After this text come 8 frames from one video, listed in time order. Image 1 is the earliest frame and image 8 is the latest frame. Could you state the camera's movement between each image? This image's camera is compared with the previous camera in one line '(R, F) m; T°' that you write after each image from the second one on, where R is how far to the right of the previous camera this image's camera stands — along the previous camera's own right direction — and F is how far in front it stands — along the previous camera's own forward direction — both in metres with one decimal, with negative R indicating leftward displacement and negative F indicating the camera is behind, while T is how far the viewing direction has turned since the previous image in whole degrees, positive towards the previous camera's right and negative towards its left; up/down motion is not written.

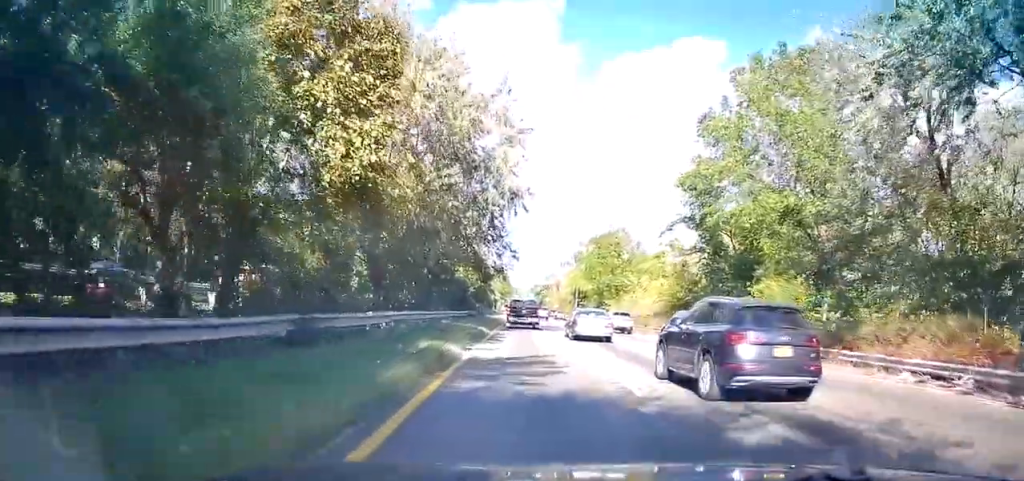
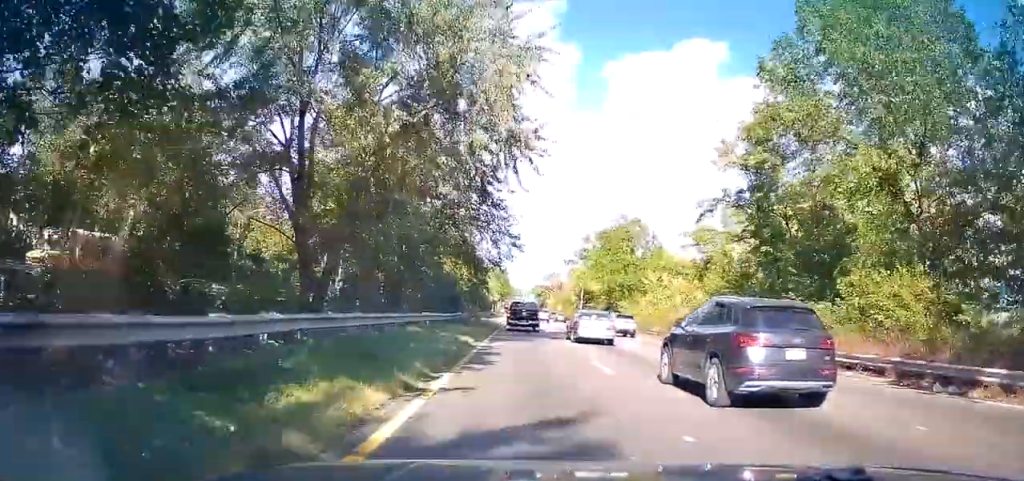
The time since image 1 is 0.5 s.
(+0.1, +9.2) m; 0°
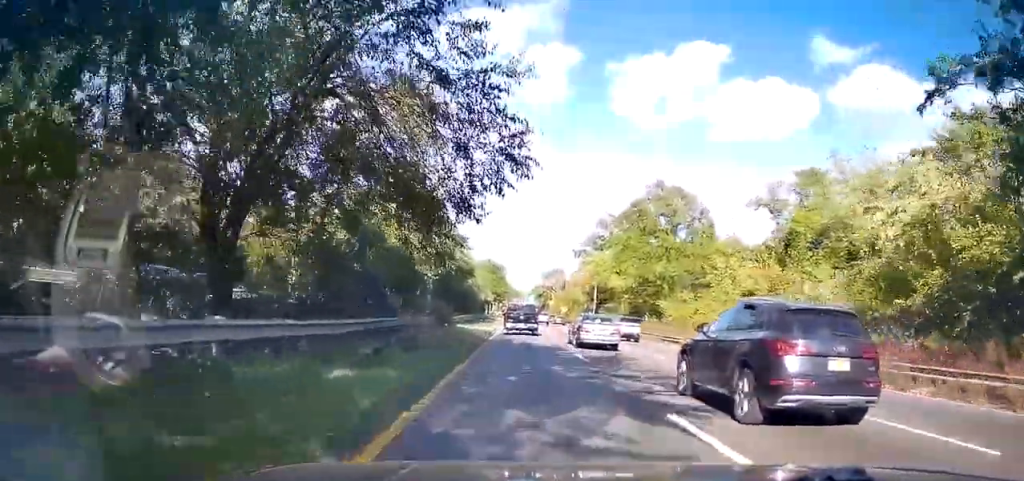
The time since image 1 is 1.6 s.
(+0.2, +20.9) m; +1°
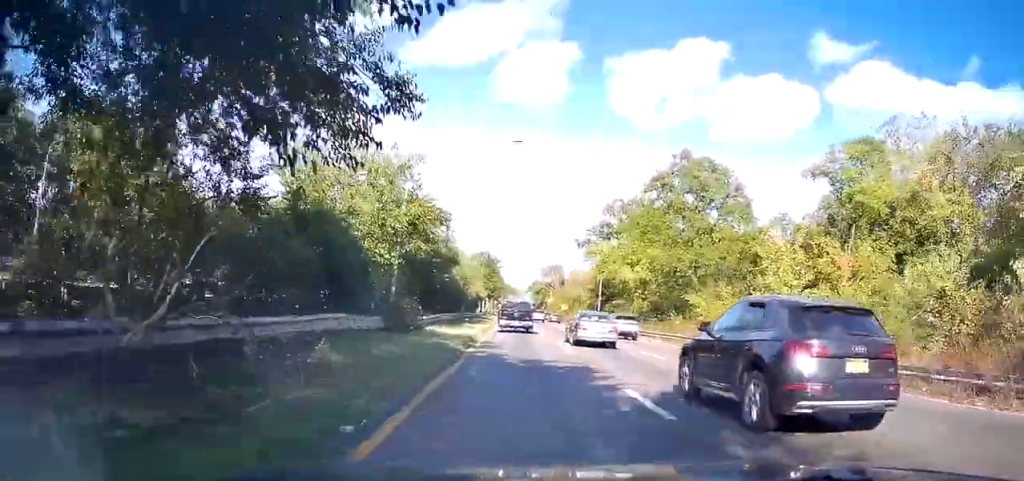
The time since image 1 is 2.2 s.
(0.0, +10.0) m; 0°
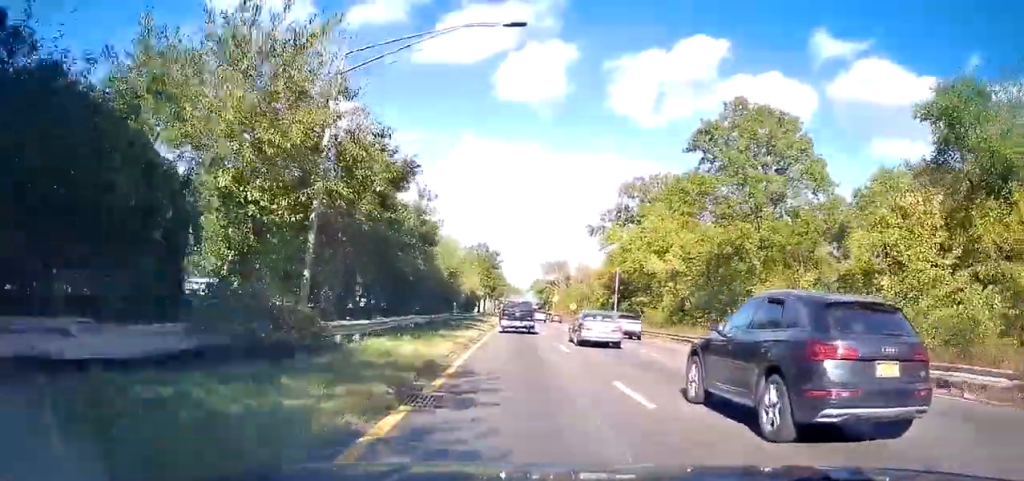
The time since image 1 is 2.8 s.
(0.0, +11.8) m; 0°
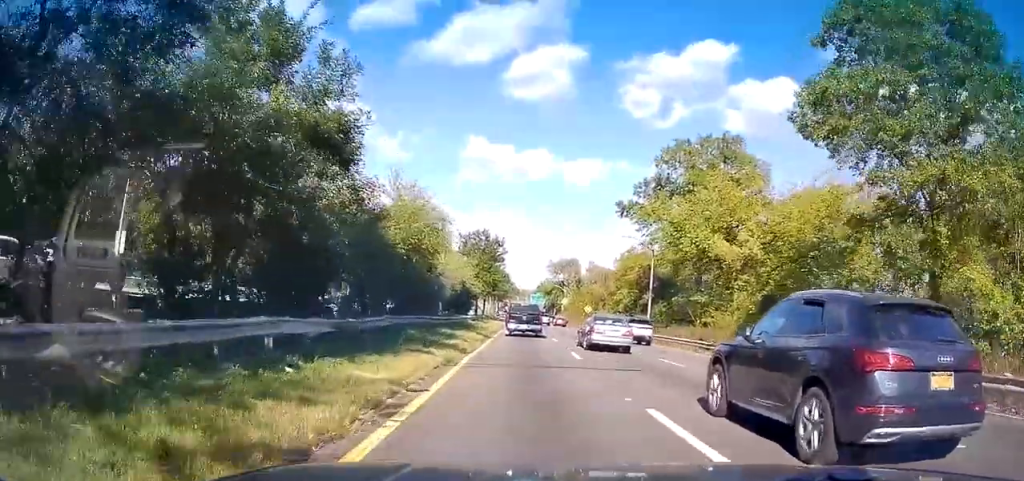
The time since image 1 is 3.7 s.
(0.0, +15.8) m; -1°
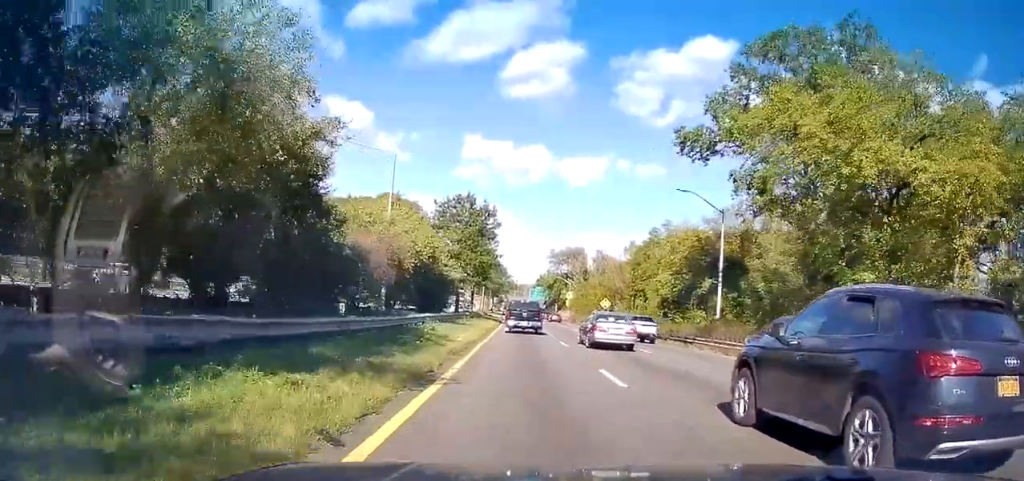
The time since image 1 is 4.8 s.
(-0.3, +20.1) m; 0°
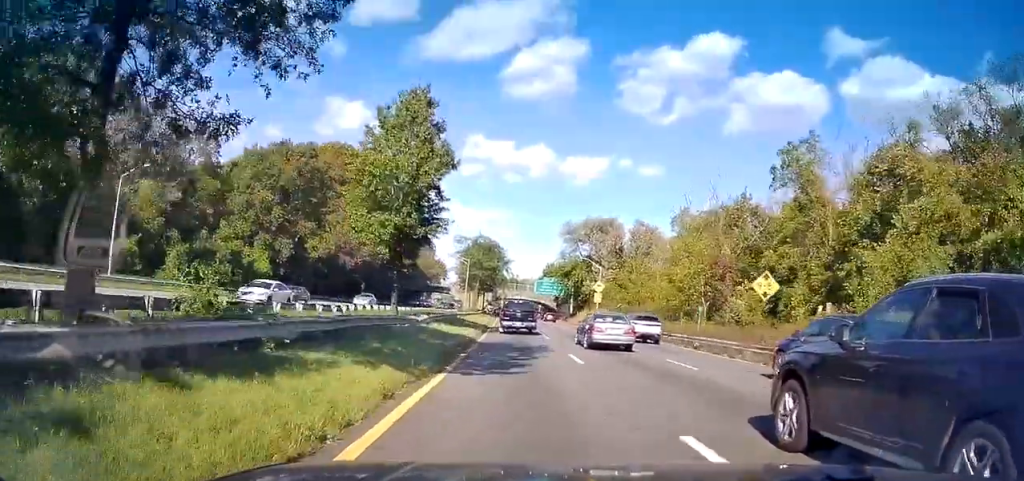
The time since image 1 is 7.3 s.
(+0.6, +45.9) m; +1°
